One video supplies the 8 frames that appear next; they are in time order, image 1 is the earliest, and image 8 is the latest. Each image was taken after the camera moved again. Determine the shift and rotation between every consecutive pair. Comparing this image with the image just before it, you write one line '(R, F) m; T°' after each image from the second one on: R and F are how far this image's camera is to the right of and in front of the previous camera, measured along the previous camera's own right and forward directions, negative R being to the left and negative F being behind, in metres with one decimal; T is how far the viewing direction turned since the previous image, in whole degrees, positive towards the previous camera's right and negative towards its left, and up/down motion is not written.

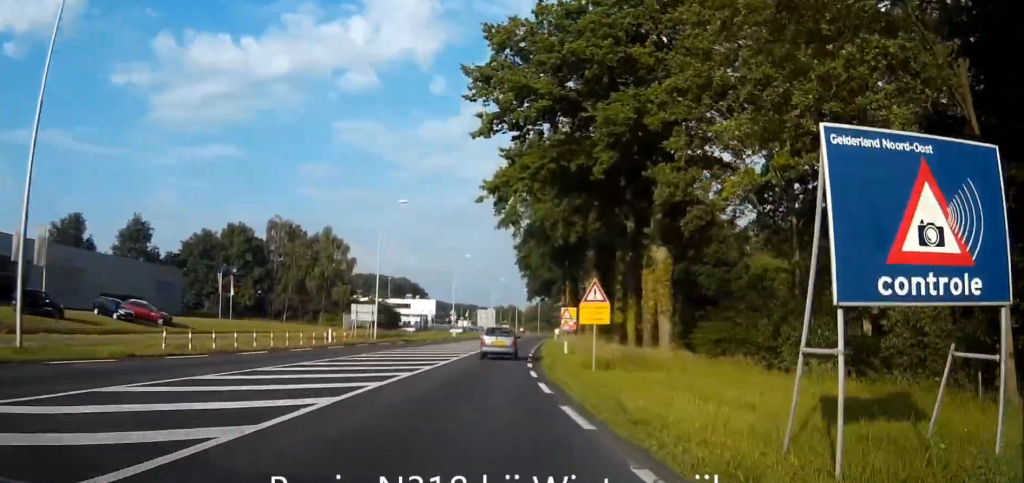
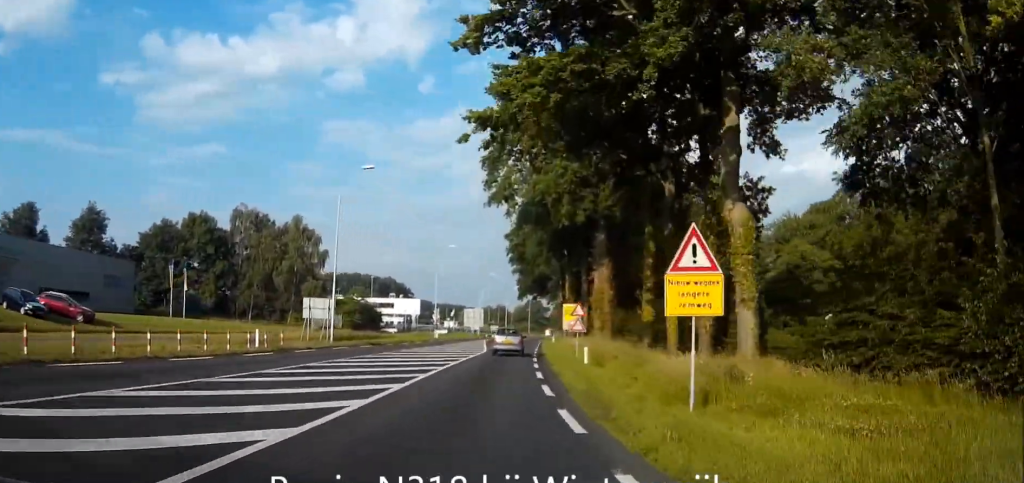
(+0.5, +12.7) m; +2°
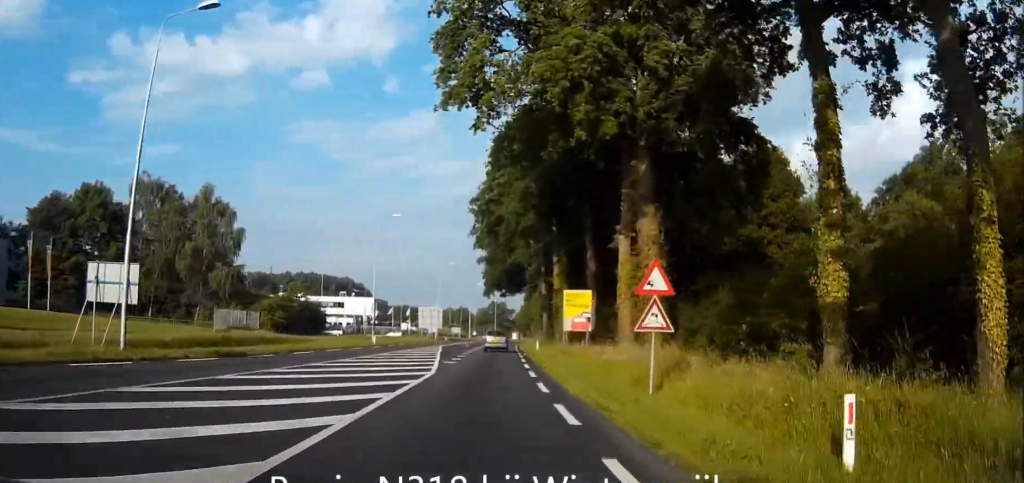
(+0.2, +24.4) m; +1°
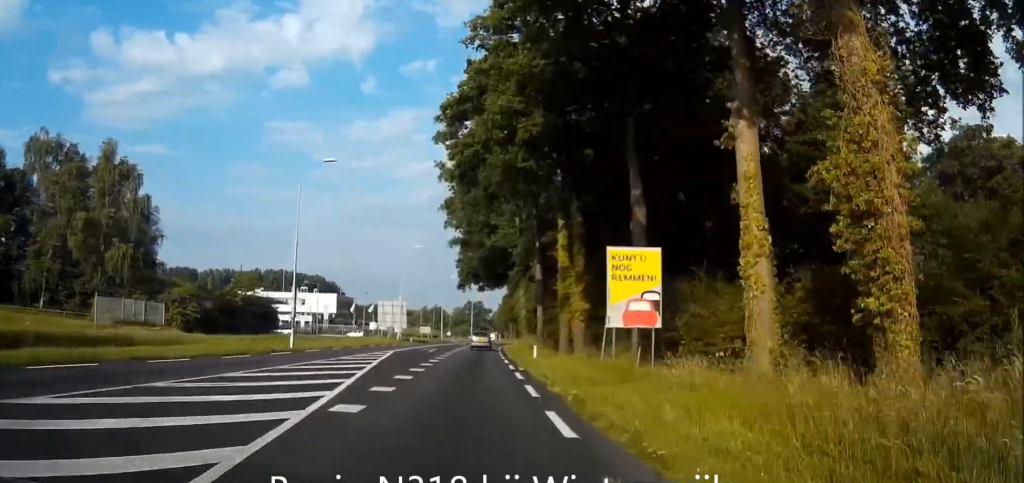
(0.0, +20.5) m; +1°
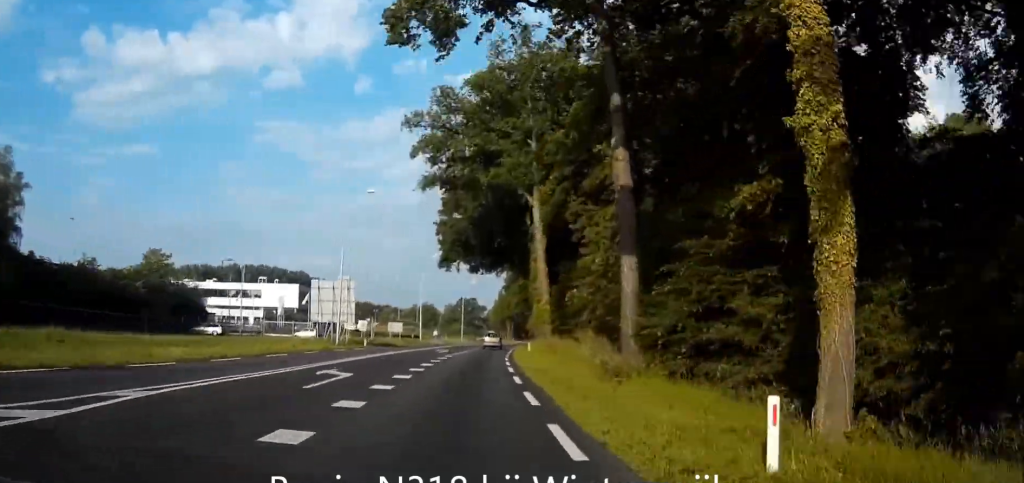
(+0.5, +31.1) m; +2°
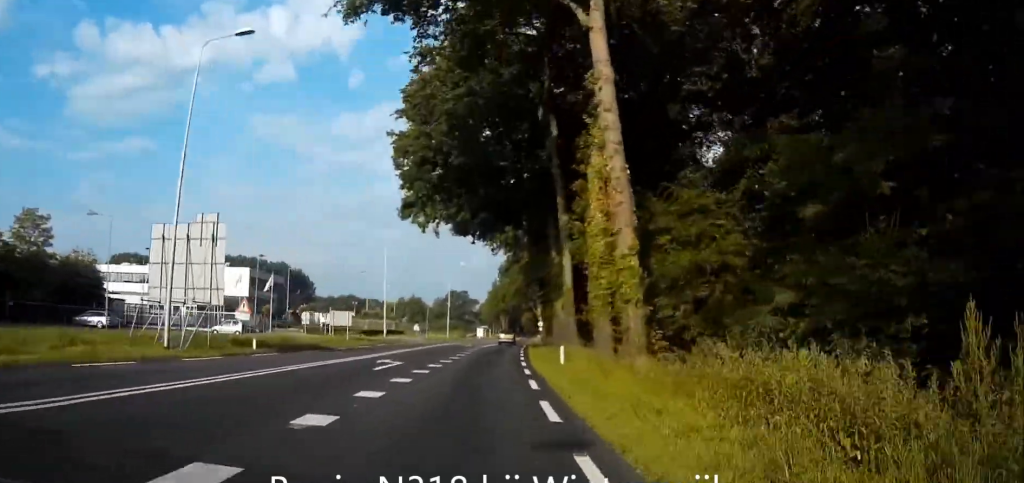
(+0.6, +26.4) m; +2°
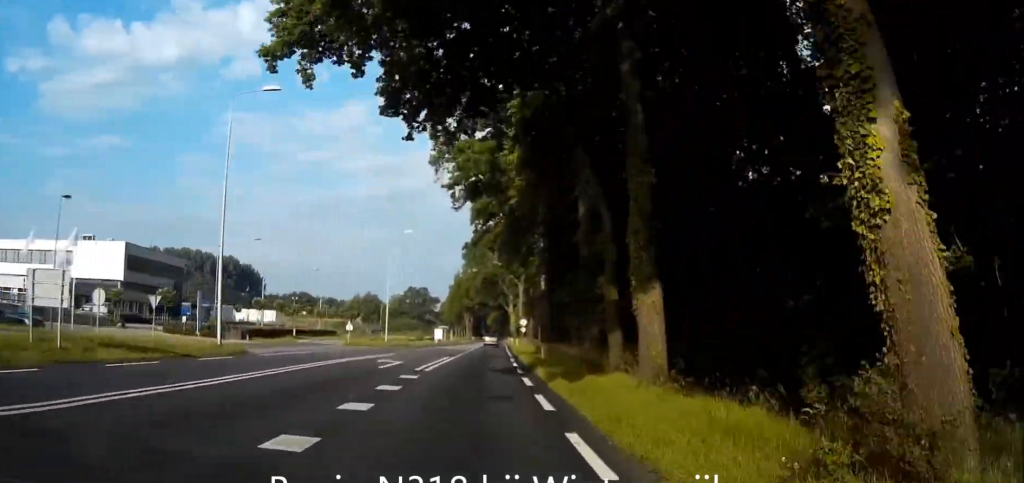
(+0.5, +35.0) m; +1°
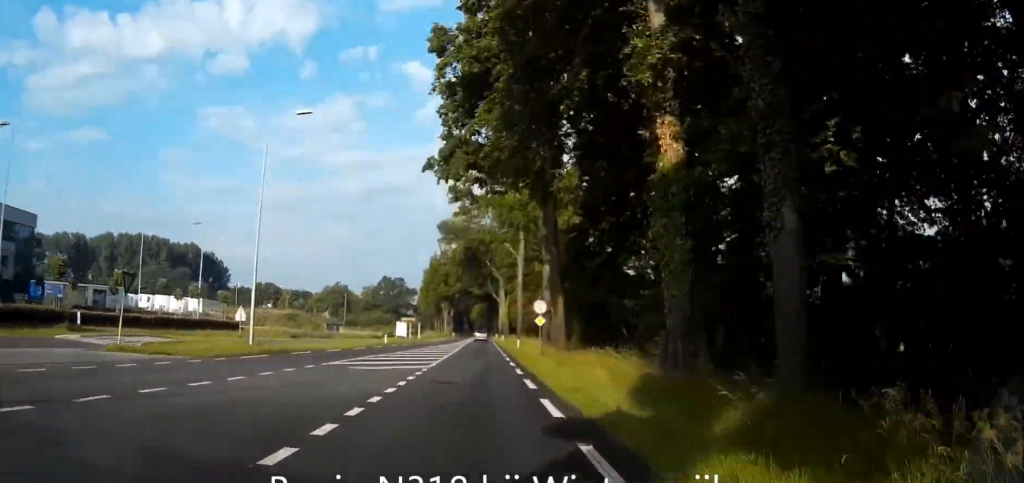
(0.0, +37.2) m; +1°
